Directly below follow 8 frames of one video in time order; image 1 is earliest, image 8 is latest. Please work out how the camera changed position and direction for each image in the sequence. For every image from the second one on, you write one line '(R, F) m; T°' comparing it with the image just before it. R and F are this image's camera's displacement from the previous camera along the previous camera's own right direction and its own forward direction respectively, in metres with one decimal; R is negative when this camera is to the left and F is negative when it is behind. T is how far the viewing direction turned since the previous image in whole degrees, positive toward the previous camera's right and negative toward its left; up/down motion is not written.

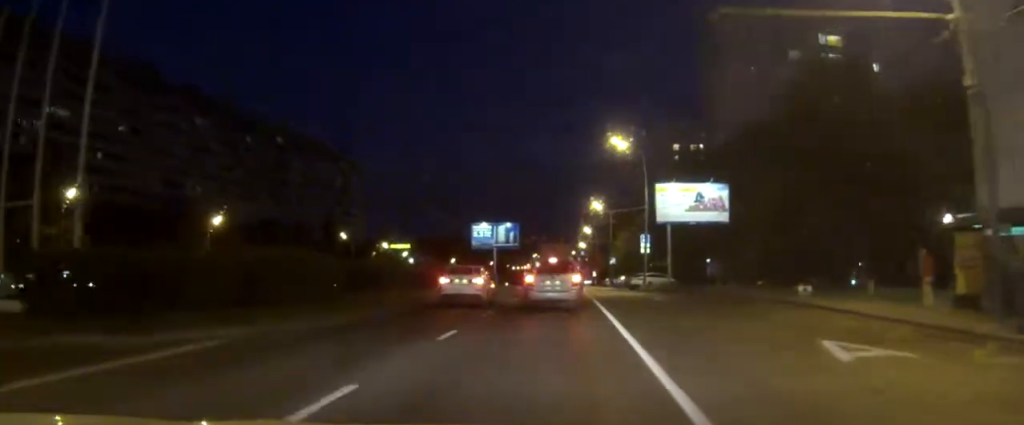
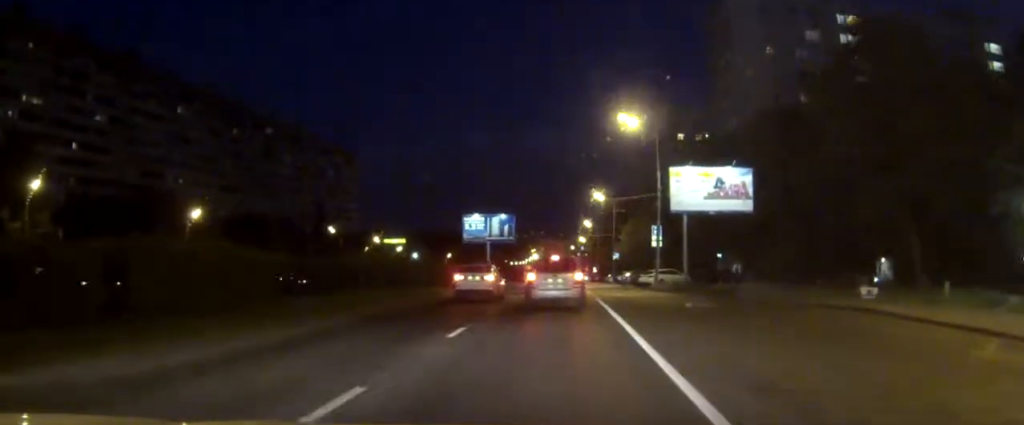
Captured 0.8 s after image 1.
(0.0, +7.9) m; 0°
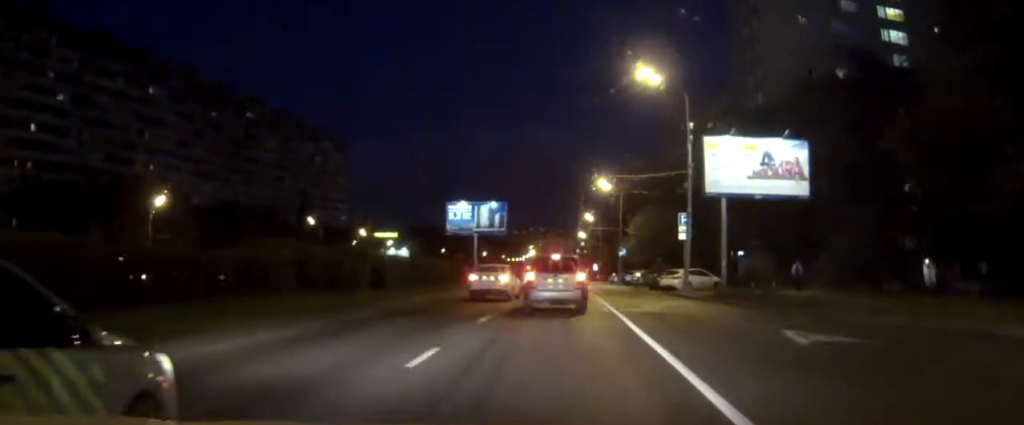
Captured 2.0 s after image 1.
(0.0, +12.5) m; 0°
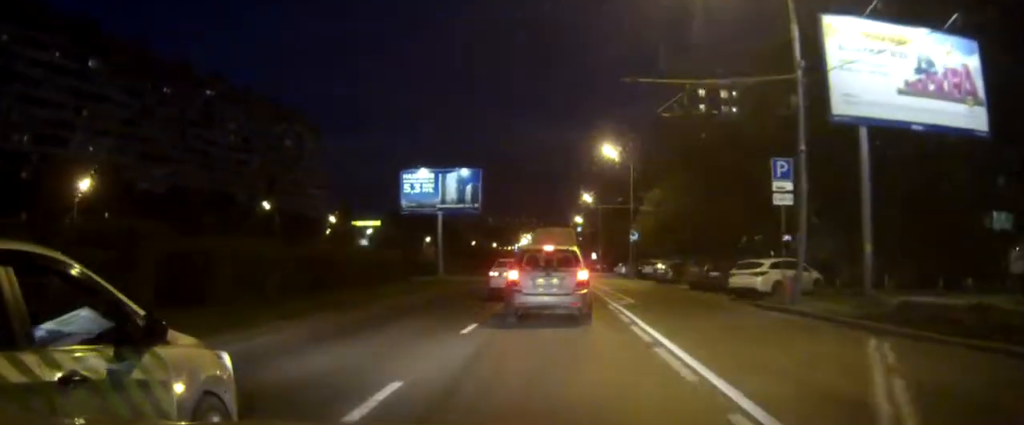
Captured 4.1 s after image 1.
(+0.3, +20.5) m; +1°
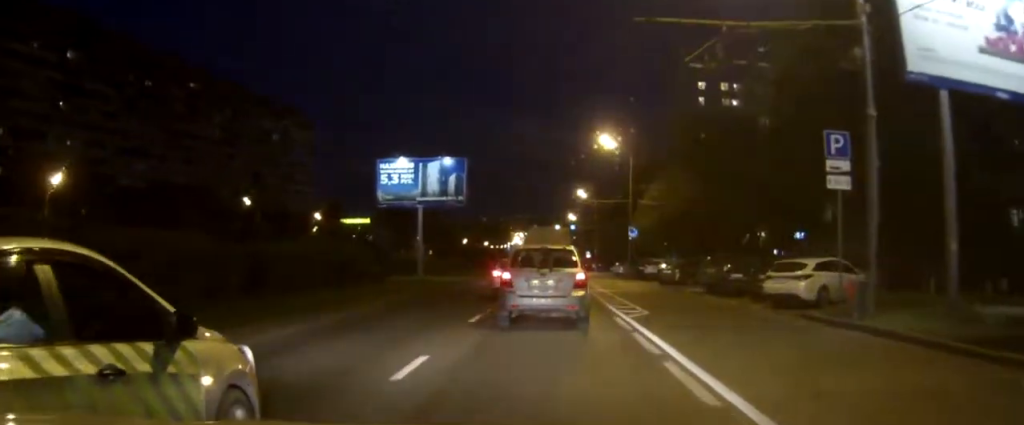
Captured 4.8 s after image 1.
(0.0, +6.1) m; 0°
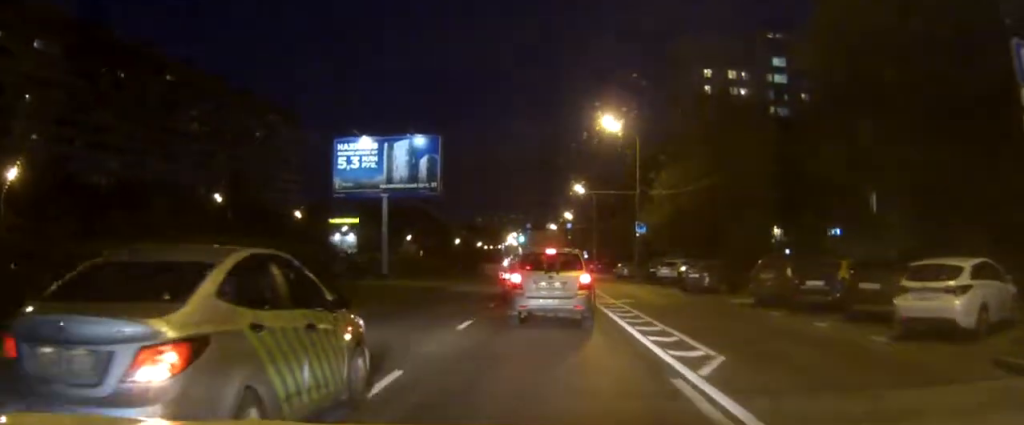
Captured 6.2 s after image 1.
(-0.1, +10.5) m; 0°
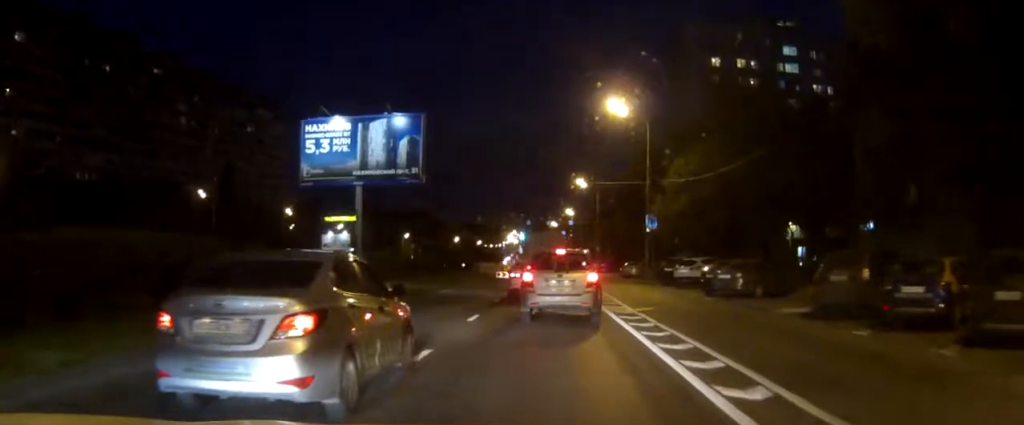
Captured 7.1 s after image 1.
(0.0, +5.8) m; +1°
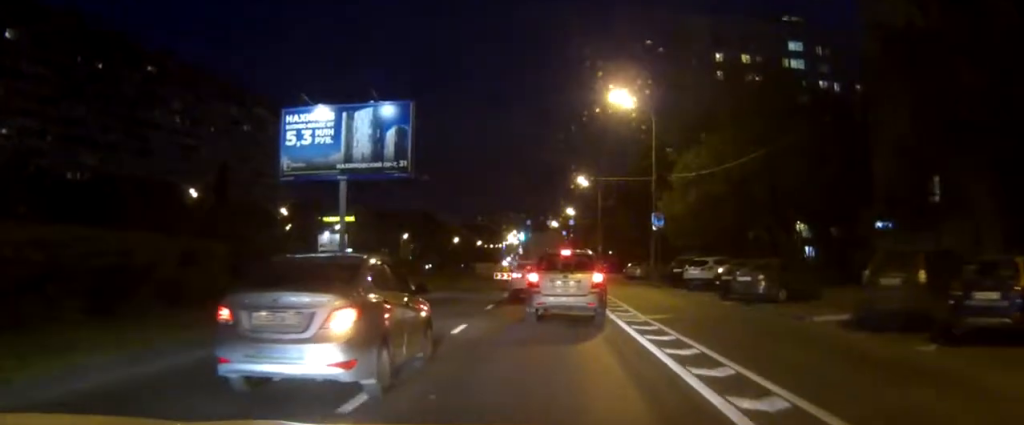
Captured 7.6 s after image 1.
(0.0, +2.8) m; 0°
